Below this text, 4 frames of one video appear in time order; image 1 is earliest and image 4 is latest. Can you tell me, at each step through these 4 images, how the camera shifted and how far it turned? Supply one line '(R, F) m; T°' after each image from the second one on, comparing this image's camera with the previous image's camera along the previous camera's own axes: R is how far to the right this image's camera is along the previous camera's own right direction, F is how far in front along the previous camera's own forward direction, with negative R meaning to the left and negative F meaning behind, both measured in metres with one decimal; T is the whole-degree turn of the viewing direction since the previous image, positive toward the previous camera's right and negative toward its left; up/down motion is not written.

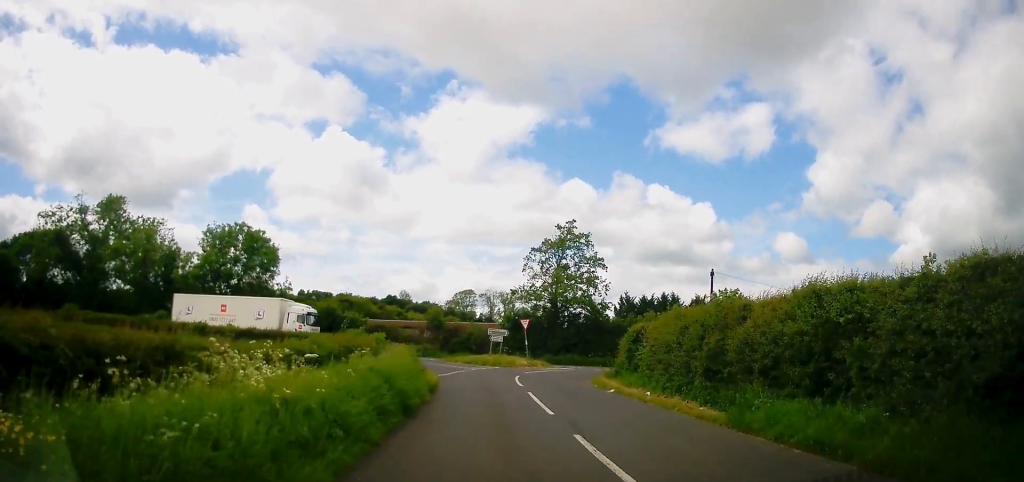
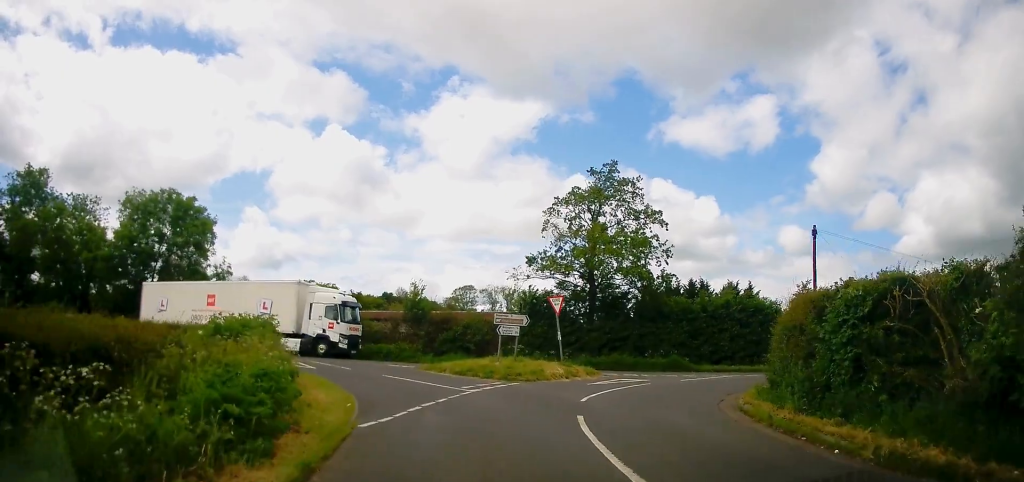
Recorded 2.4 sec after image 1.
(-0.5, +16.4) m; -2°
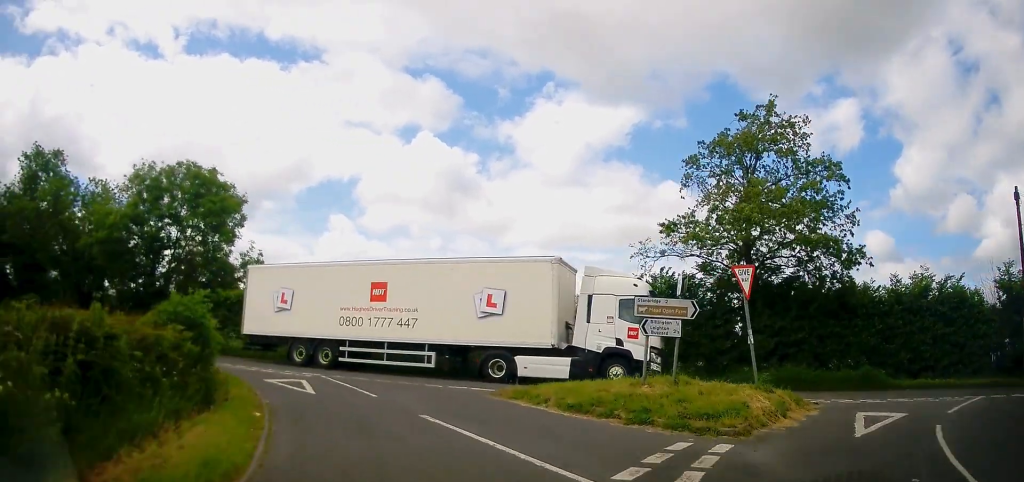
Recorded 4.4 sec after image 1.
(-0.9, +10.7) m; -11°
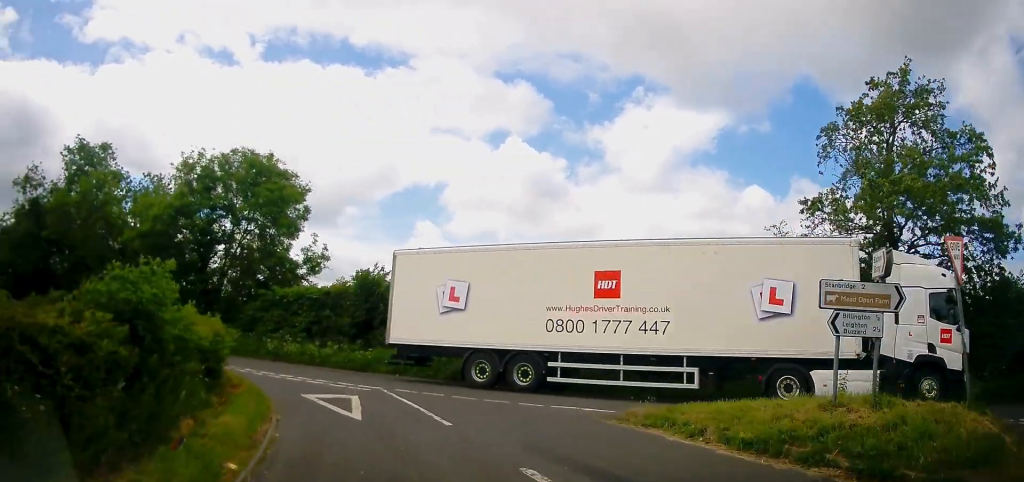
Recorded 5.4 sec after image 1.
(-0.2, +4.2) m; -8°
